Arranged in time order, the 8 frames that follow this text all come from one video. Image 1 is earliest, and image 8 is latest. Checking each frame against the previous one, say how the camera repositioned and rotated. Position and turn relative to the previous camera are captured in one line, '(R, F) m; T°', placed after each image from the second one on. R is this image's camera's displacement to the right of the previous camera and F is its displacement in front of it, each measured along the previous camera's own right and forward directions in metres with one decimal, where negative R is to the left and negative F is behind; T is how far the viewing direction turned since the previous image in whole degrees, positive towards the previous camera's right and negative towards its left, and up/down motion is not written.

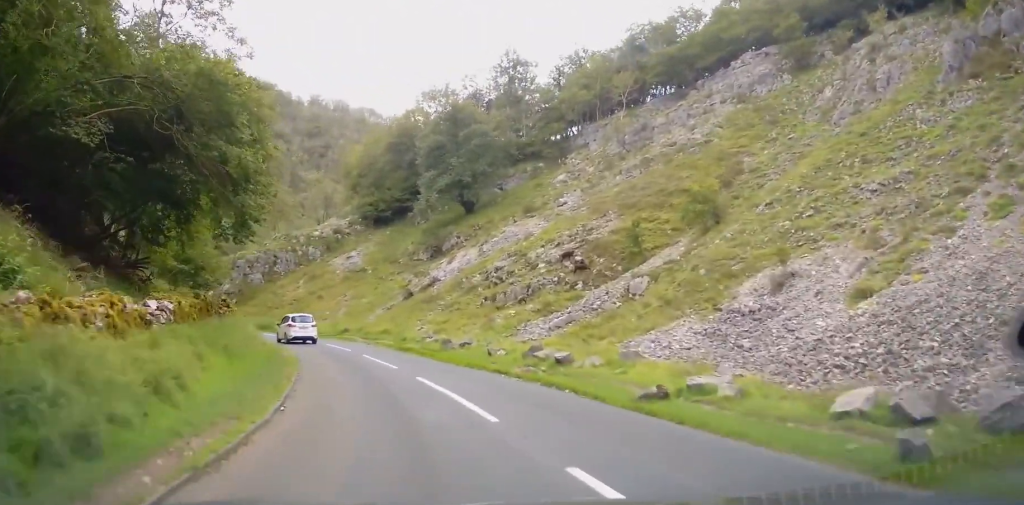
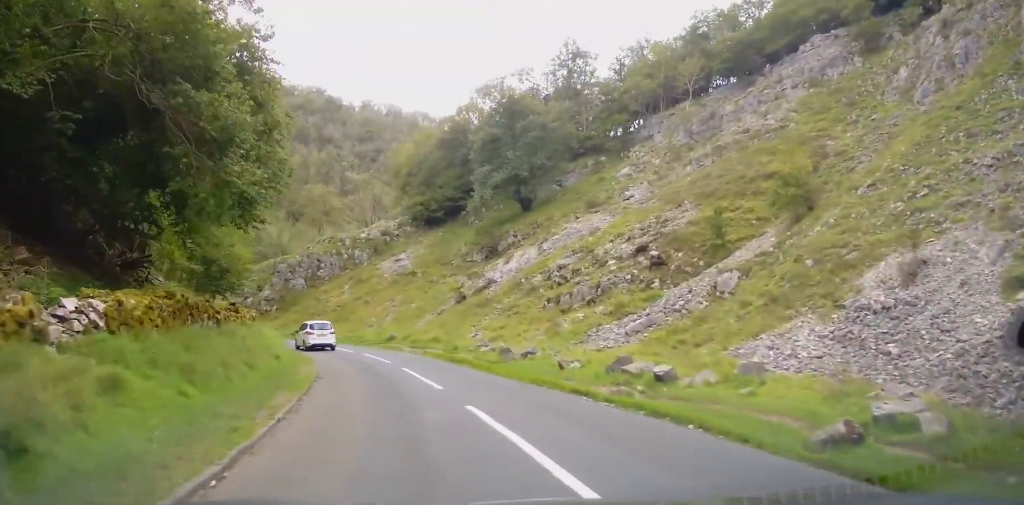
(-0.8, +4.2) m; -6°
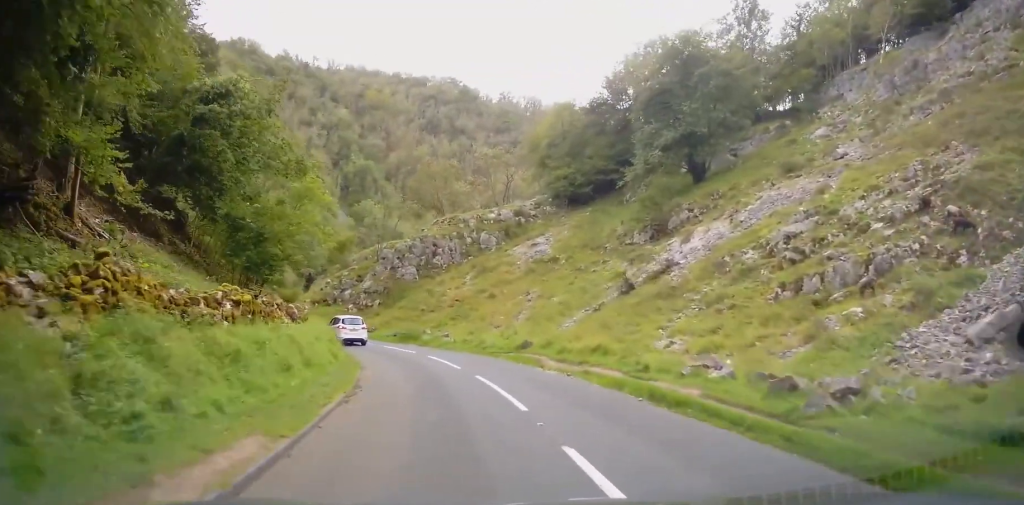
(-1.5, +12.4) m; -10°
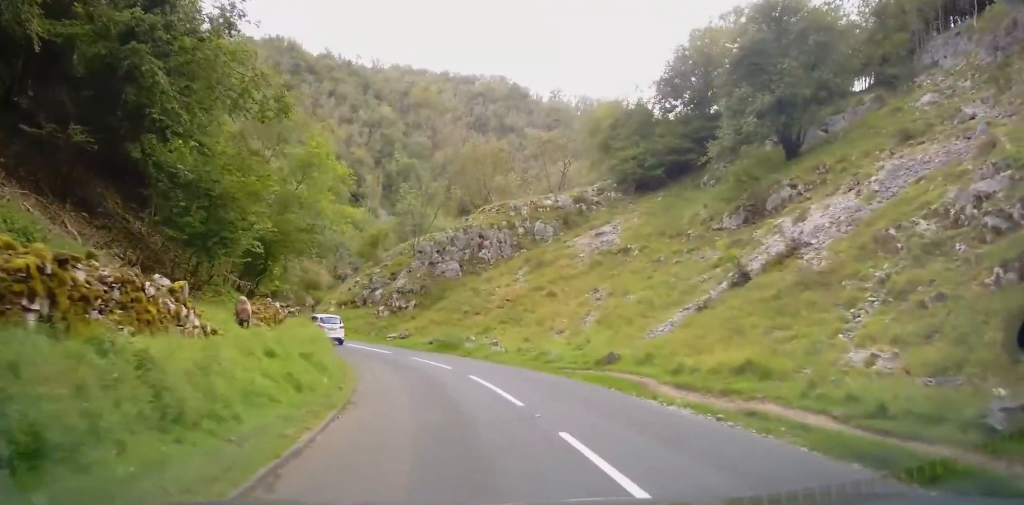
(-0.4, +7.9) m; -4°
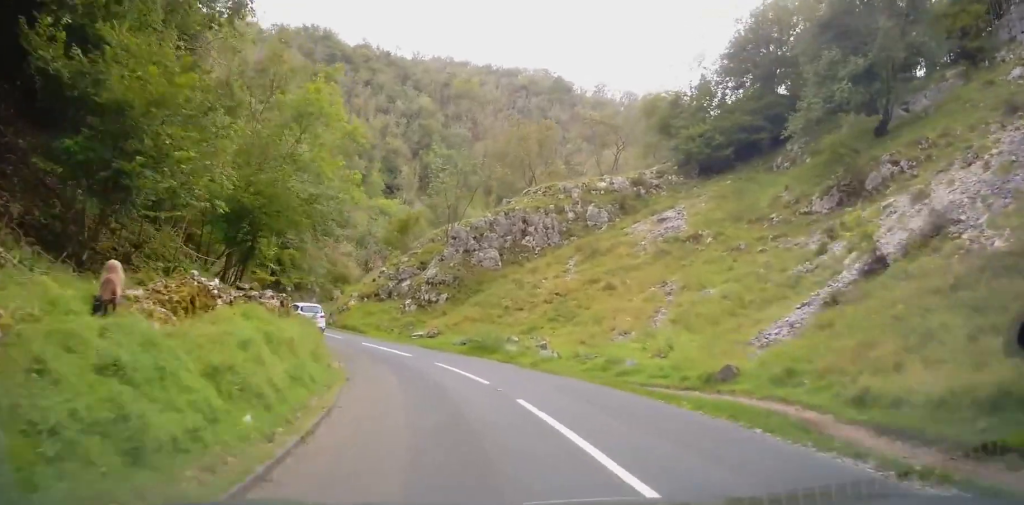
(-0.2, +6.0) m; -3°
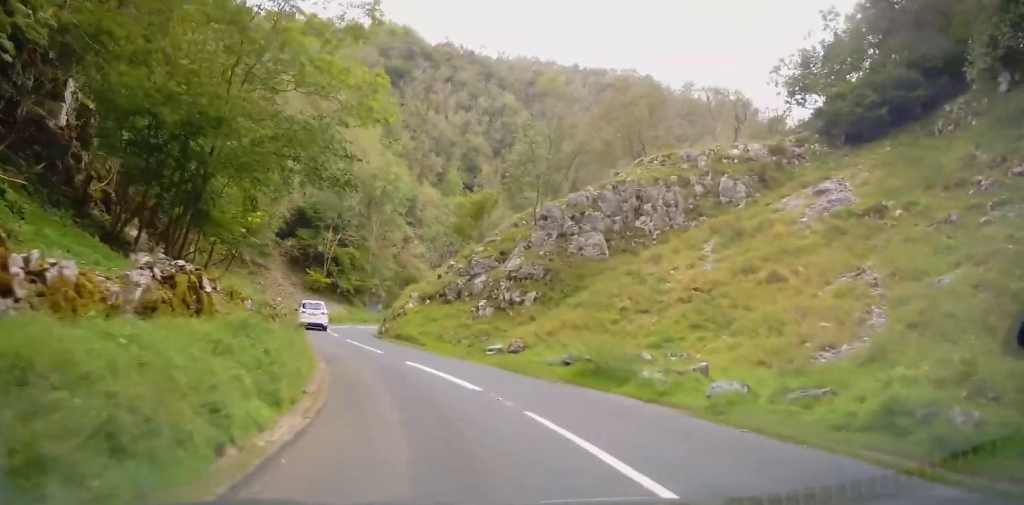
(-0.4, +10.1) m; -7°
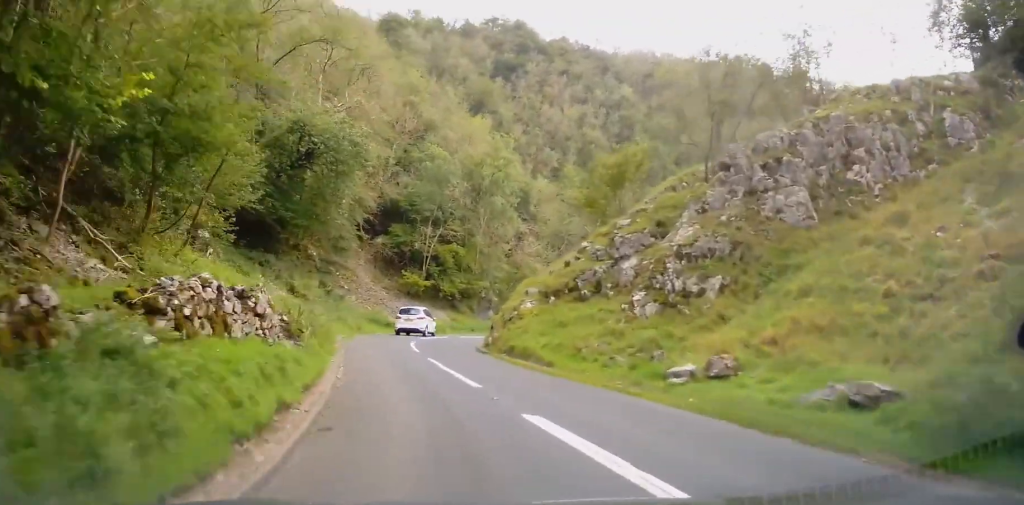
(-0.9, +10.2) m; -10°
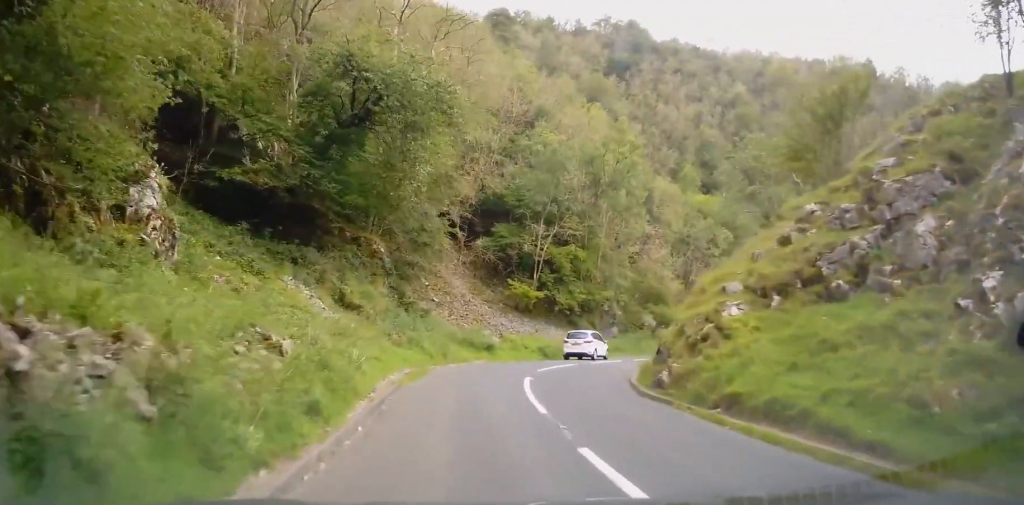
(-1.2, +11.2) m; -8°
